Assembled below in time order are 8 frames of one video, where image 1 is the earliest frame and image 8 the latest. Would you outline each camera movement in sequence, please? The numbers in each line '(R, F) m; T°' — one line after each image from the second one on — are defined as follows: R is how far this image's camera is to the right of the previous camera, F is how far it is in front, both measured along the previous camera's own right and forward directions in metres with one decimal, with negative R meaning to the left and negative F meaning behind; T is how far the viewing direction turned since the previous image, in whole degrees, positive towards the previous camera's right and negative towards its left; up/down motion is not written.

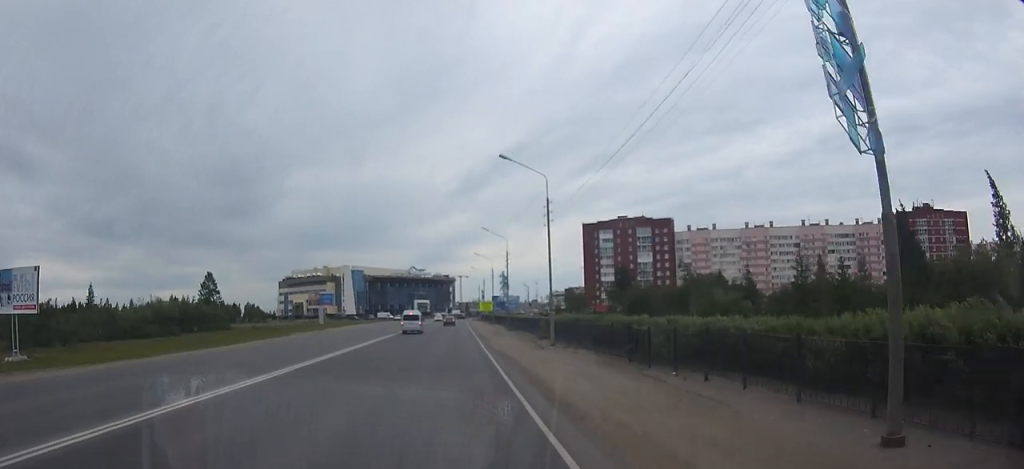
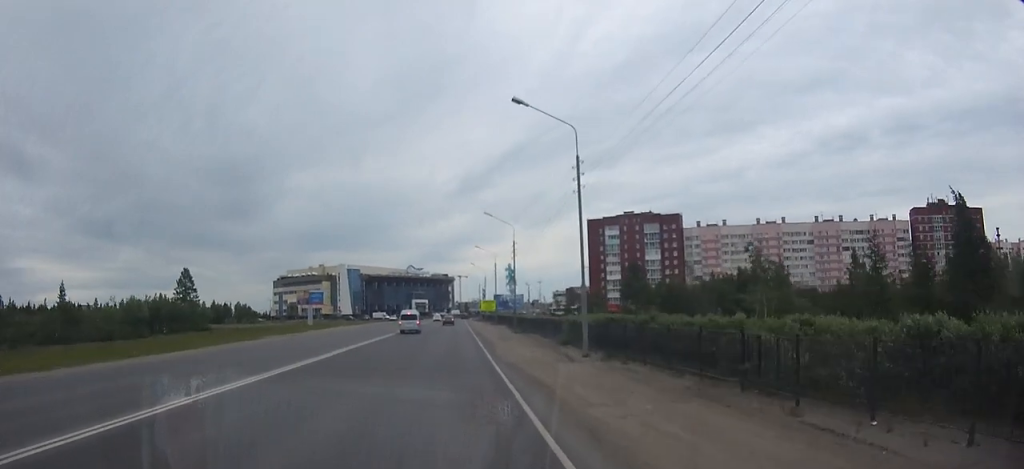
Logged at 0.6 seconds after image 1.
(0.0, +10.8) m; 0°
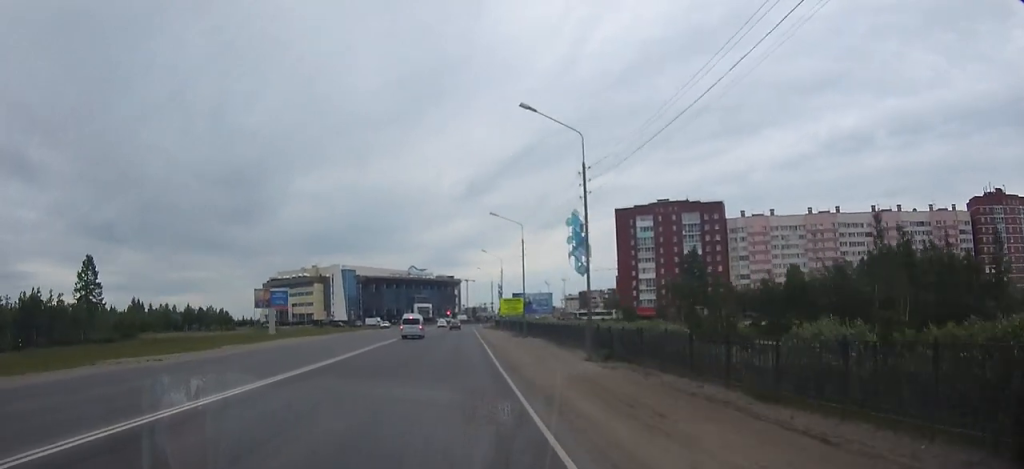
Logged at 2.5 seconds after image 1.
(-0.1, +37.2) m; -1°
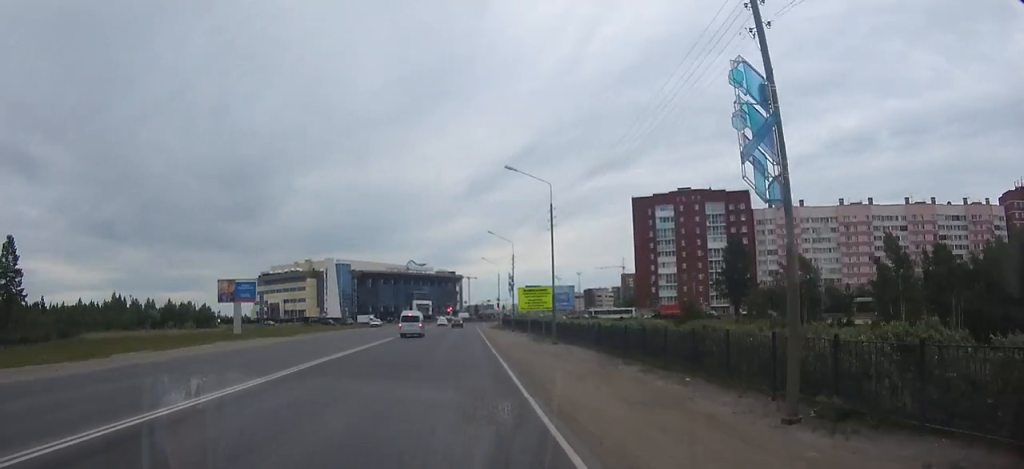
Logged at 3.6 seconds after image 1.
(-0.1, +17.8) m; 0°
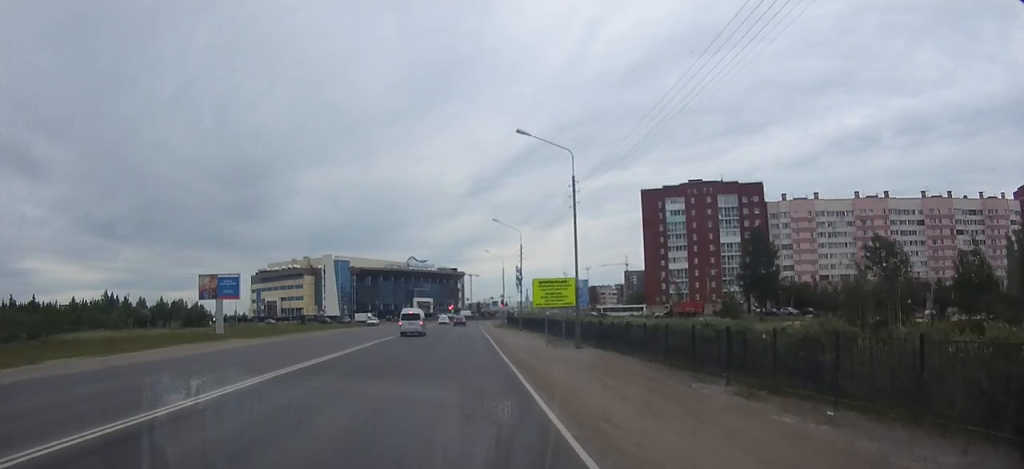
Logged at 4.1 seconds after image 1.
(0.0, +7.1) m; 0°
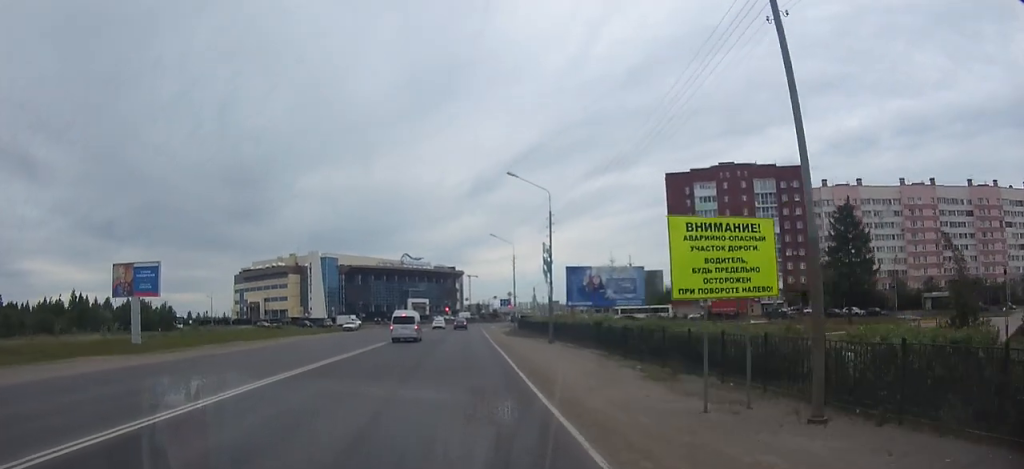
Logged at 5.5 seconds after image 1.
(0.0, +17.2) m; 0°
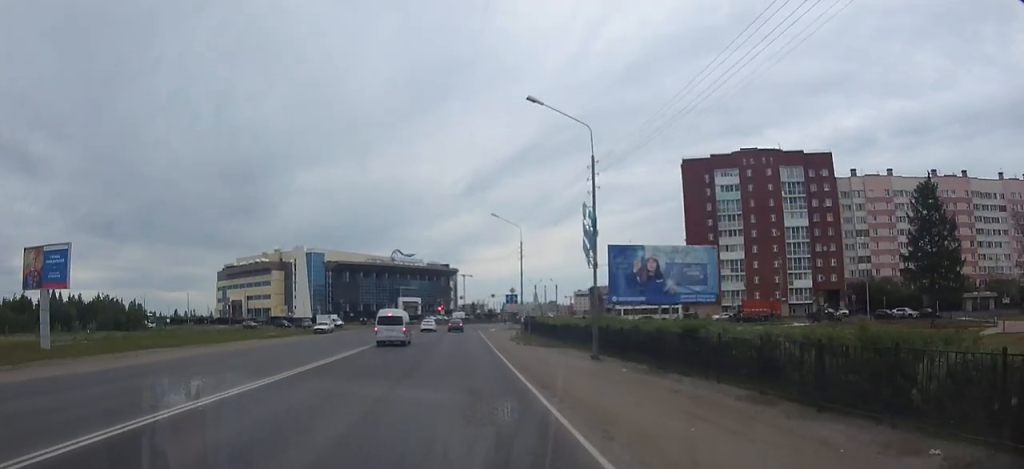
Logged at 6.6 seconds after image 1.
(0.0, +11.7) m; 0°
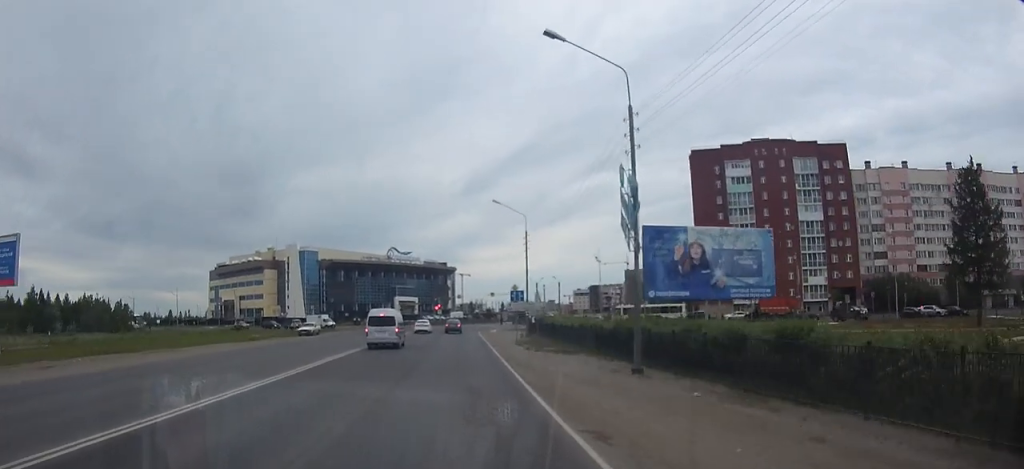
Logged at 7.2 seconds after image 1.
(0.0, +5.8) m; 0°
